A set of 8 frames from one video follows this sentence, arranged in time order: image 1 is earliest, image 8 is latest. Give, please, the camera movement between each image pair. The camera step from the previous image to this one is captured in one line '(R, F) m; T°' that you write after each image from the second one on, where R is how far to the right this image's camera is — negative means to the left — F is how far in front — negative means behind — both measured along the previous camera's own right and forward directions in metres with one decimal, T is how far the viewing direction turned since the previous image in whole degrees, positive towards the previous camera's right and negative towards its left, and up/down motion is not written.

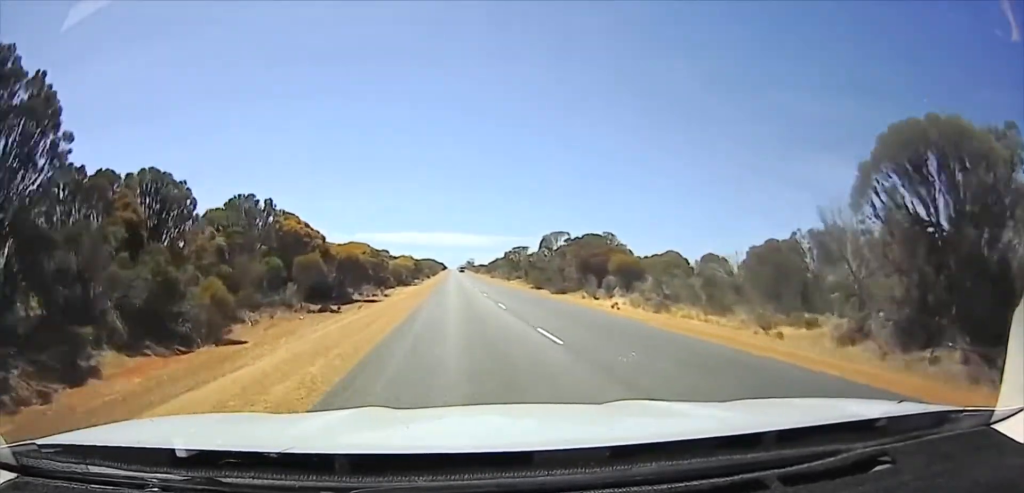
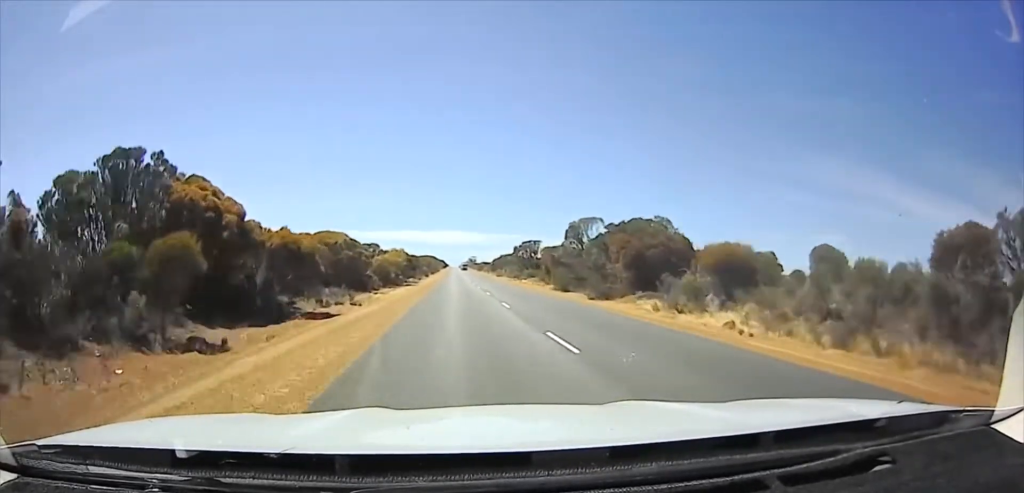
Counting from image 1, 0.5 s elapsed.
(0.0, +11.7) m; 0°
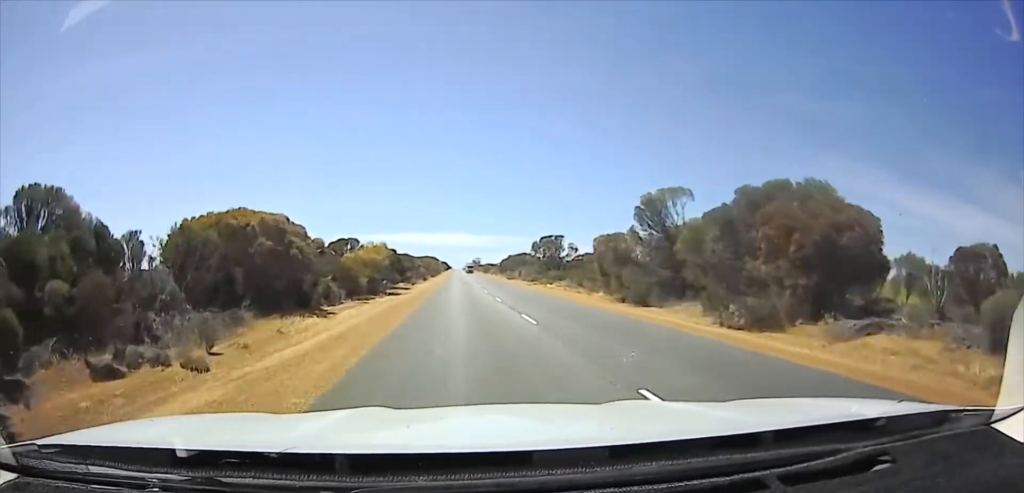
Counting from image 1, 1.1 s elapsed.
(0.0, +16.7) m; 0°
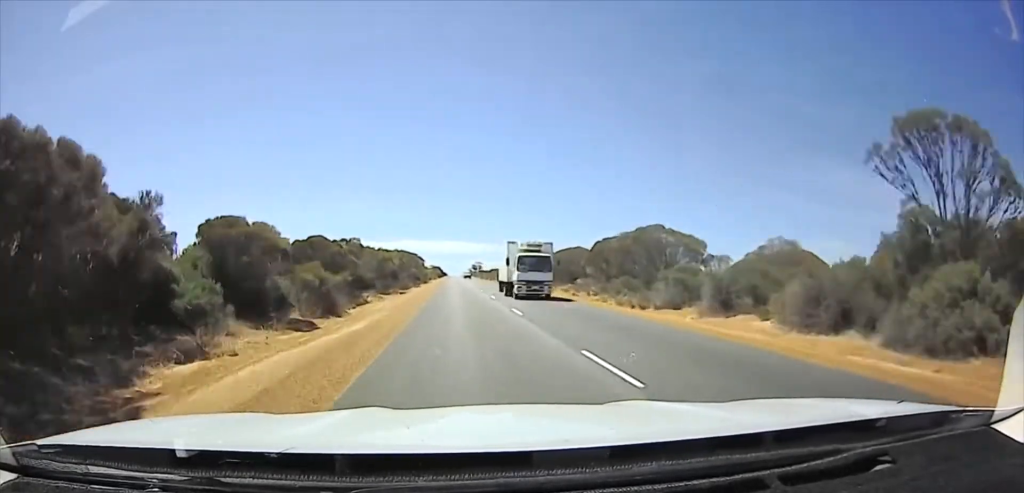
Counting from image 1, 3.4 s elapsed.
(0.0, +69.4) m; 0°
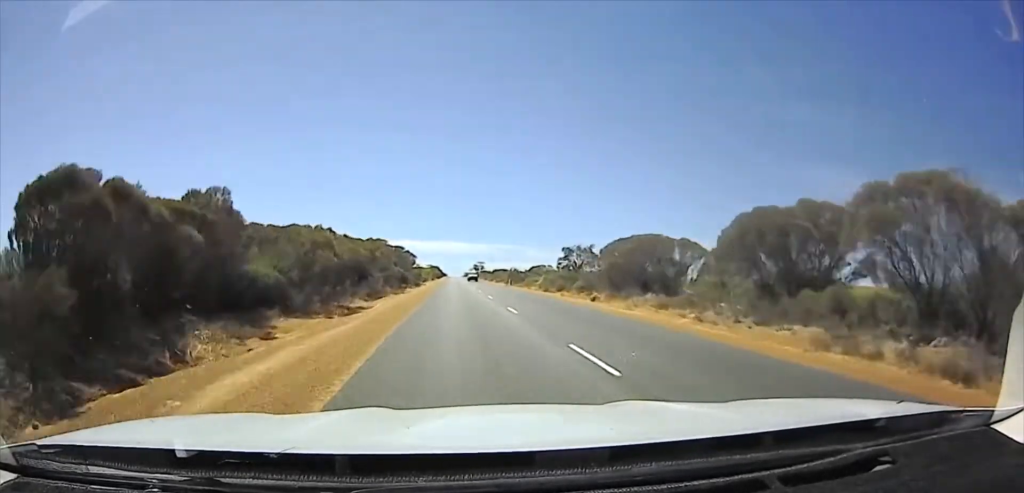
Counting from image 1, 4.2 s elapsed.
(0.0, +26.6) m; 0°
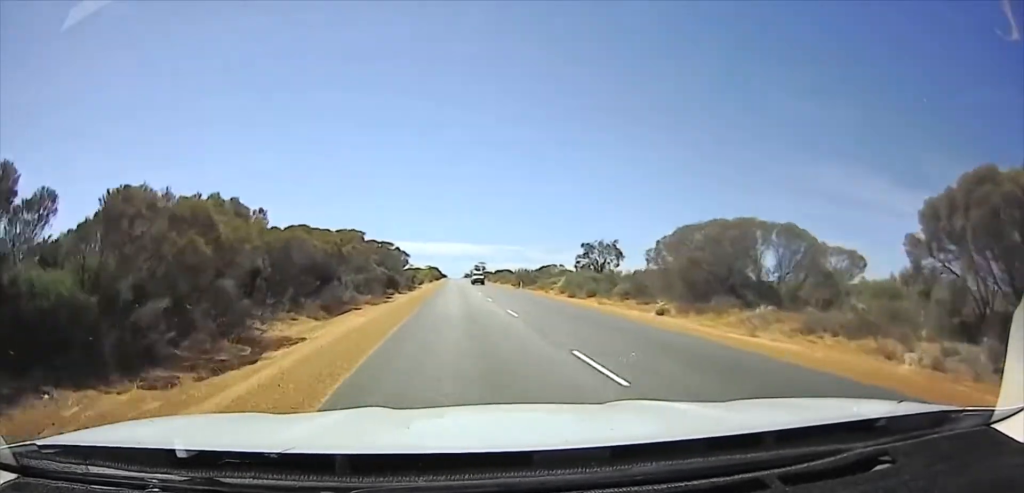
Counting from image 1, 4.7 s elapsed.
(0.0, +16.0) m; 0°
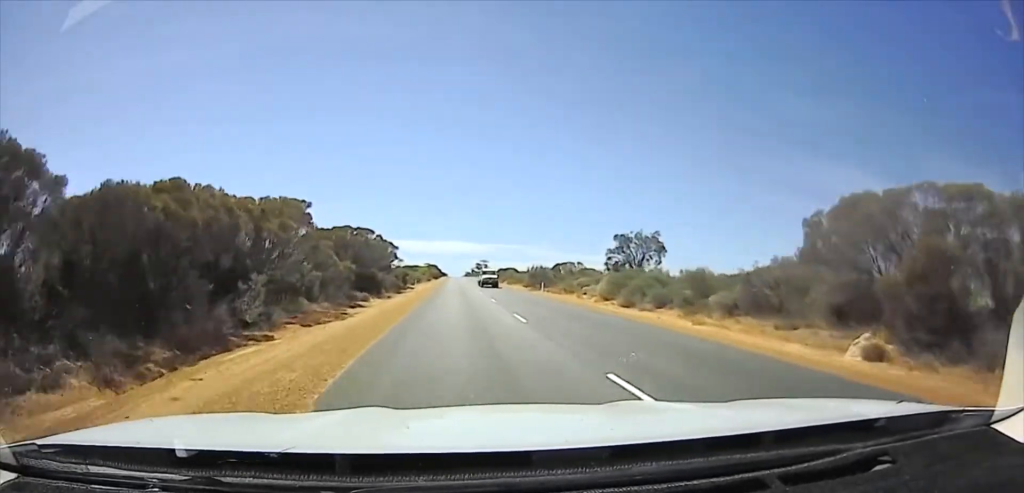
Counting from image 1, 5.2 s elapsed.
(0.0, +17.9) m; 0°
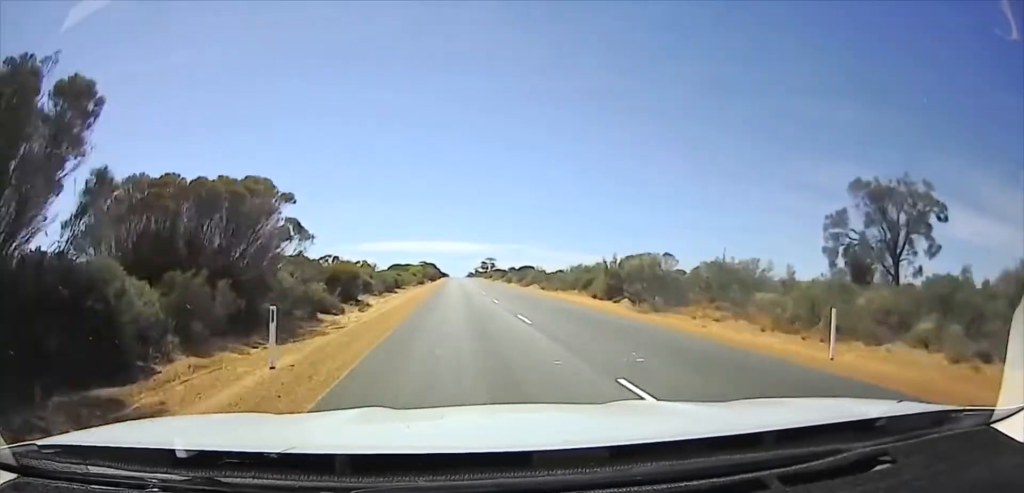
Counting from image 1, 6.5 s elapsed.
(0.0, +44.4) m; 0°
